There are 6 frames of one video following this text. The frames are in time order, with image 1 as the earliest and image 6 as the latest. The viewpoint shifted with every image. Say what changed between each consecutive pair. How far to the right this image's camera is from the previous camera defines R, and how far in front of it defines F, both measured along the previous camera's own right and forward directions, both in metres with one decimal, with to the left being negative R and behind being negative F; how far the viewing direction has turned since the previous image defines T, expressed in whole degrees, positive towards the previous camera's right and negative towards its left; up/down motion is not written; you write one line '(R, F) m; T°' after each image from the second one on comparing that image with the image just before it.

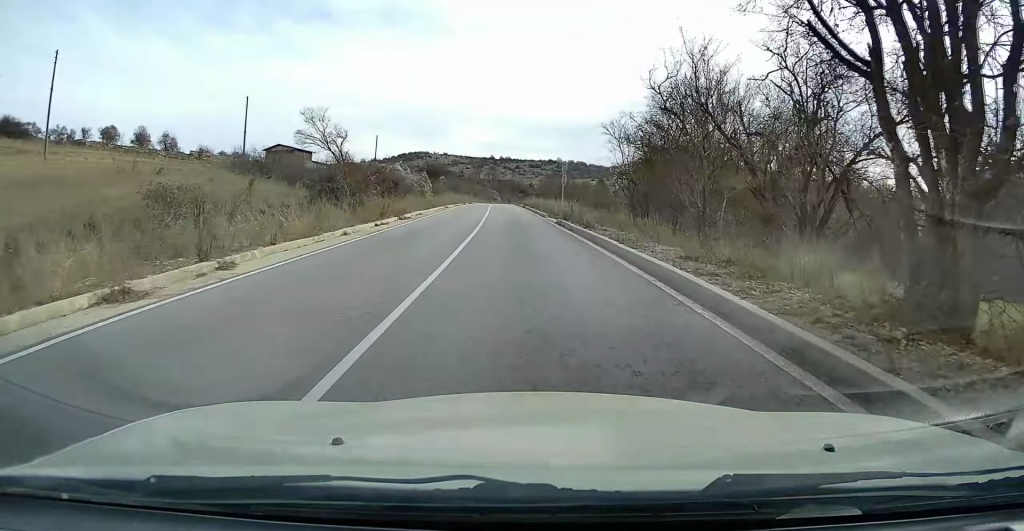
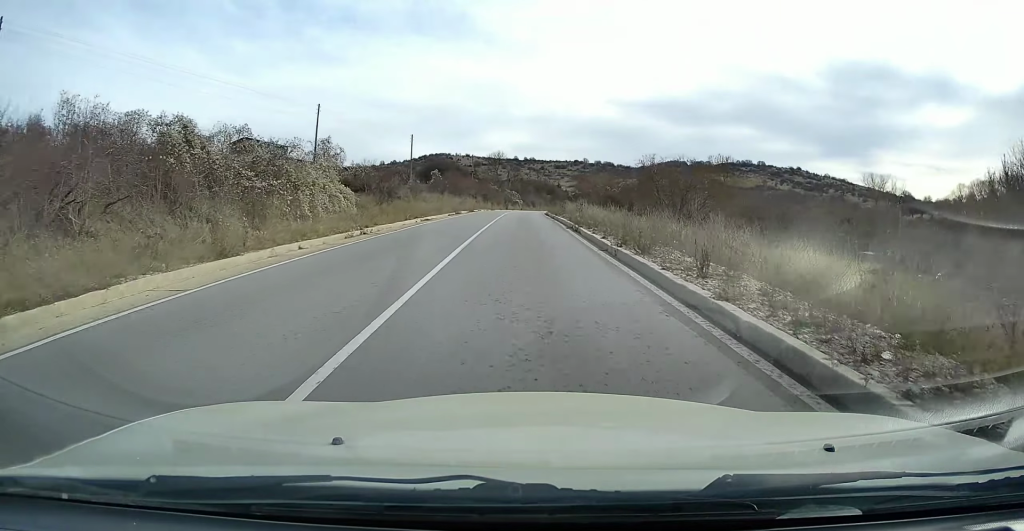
(-1.6, +40.7) m; -3°
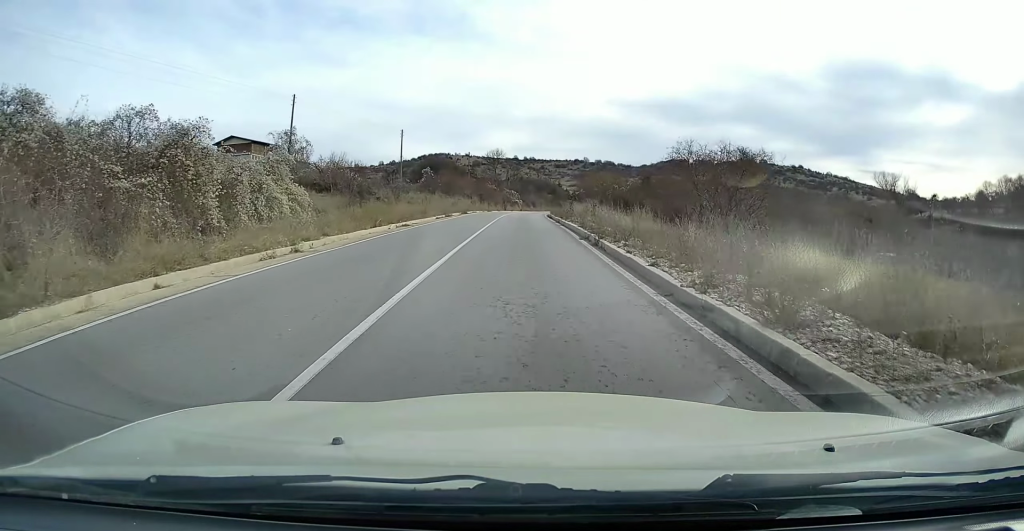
(0.0, +6.8) m; 0°
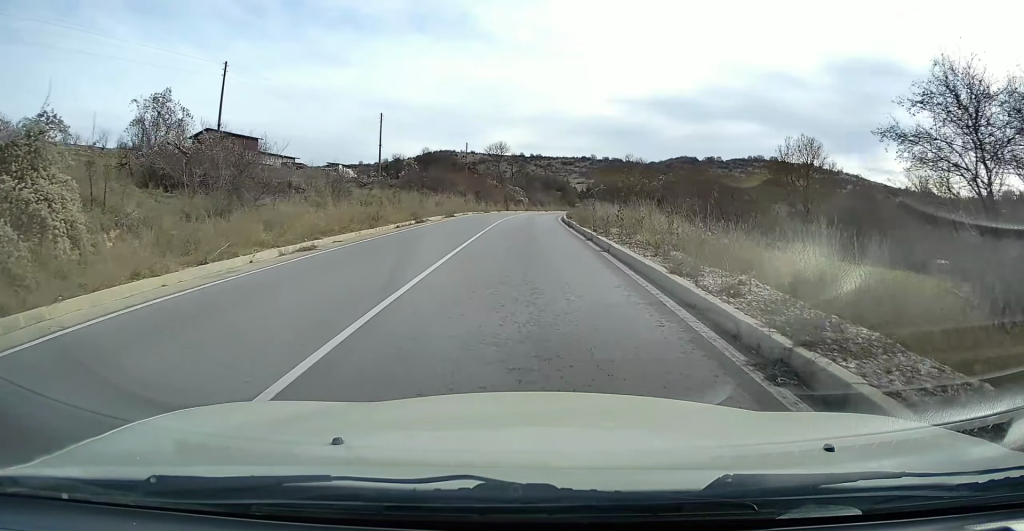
(0.0, +14.6) m; 0°
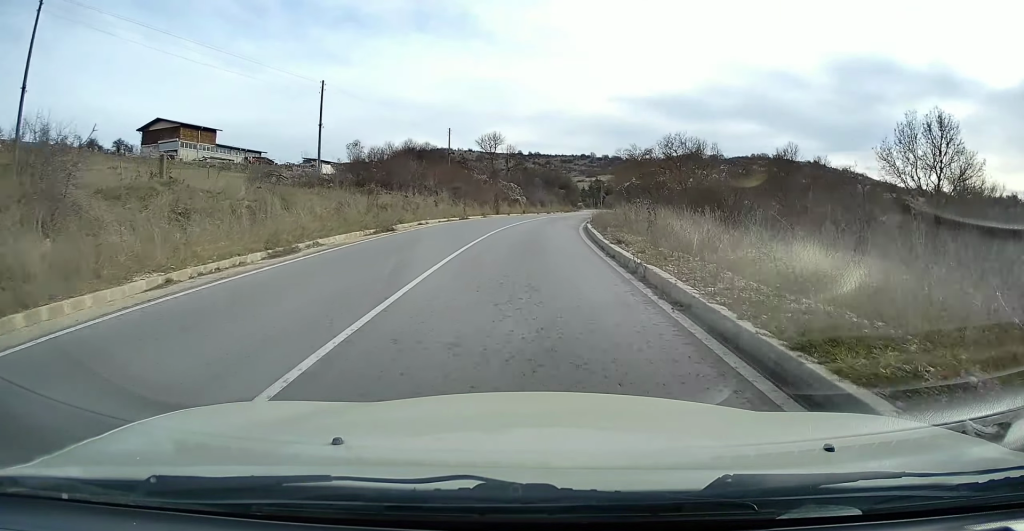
(0.0, +19.0) m; 0°
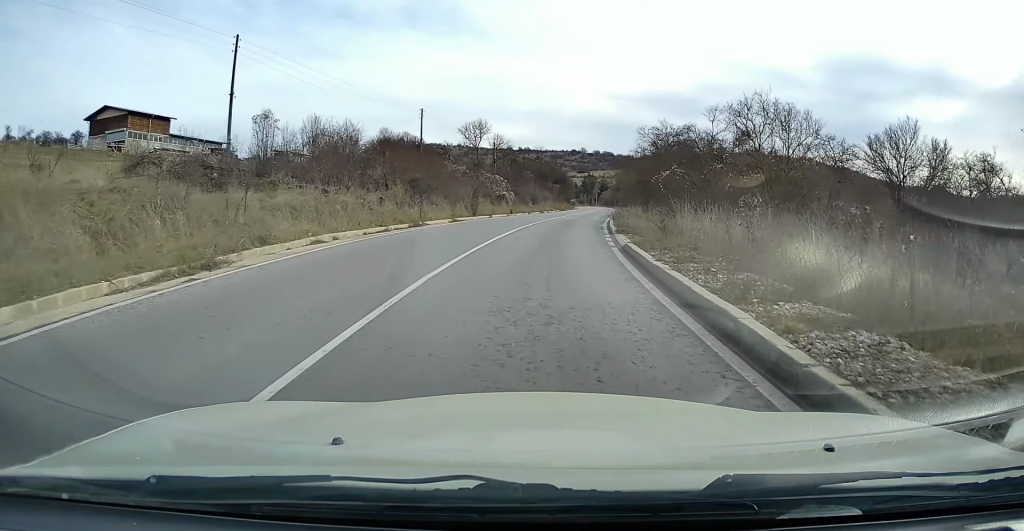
(0.0, +14.3) m; 0°
